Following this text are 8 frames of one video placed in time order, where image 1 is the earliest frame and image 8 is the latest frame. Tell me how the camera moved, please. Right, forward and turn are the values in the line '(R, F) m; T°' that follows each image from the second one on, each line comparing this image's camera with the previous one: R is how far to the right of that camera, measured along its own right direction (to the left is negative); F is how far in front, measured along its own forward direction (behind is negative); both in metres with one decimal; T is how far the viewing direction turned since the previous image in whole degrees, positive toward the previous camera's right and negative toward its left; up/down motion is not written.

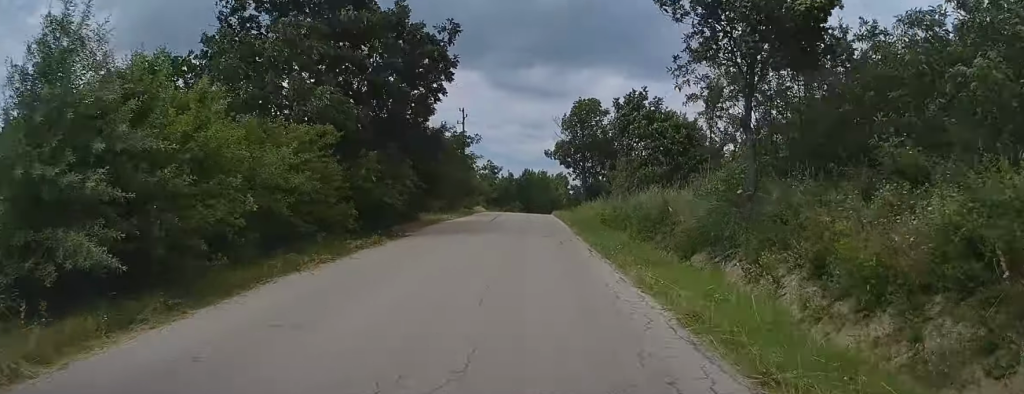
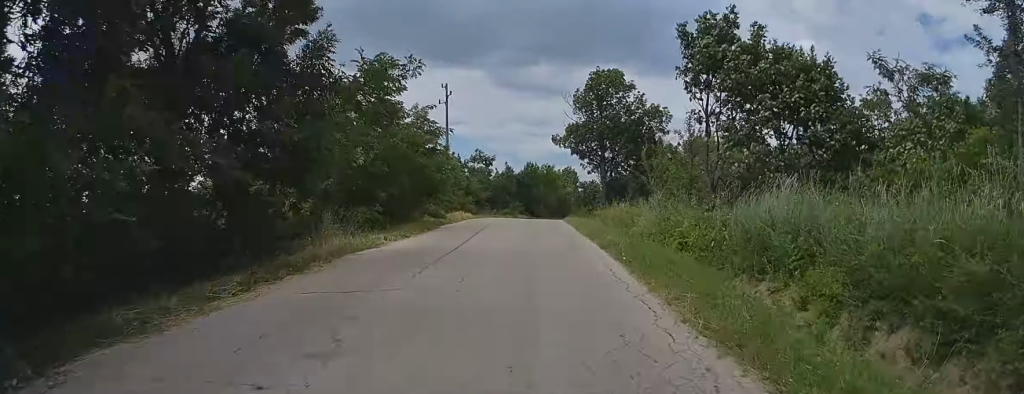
(0.0, +15.9) m; 0°
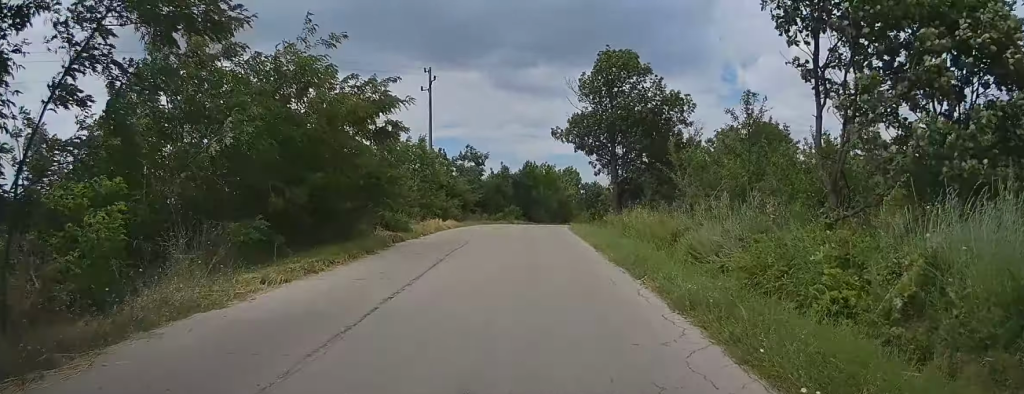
(0.0, +8.1) m; 0°
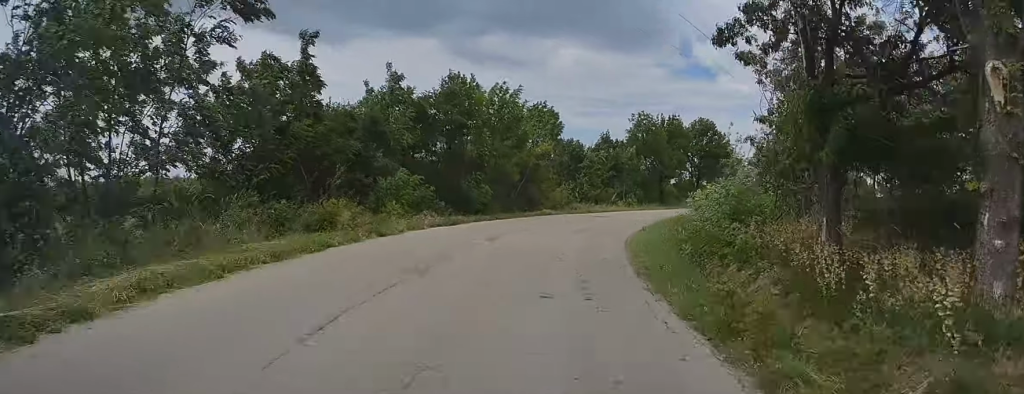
(+0.7, +39.9) m; +5°
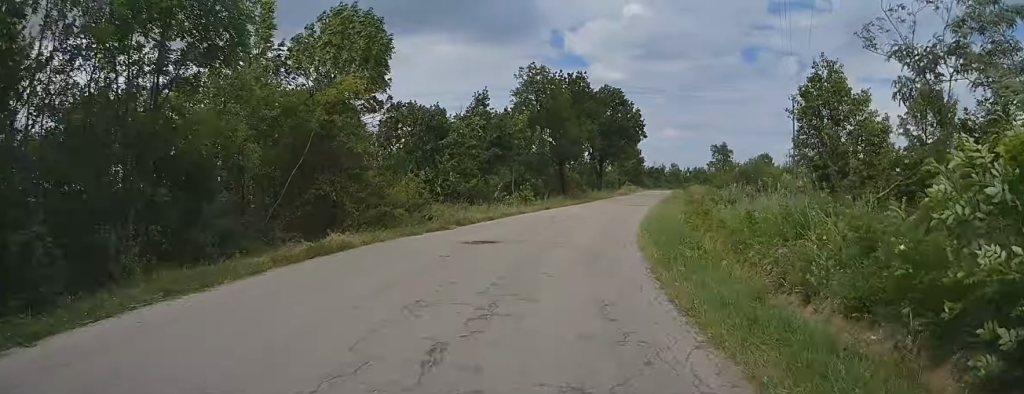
(+2.4, +24.9) m; +10°
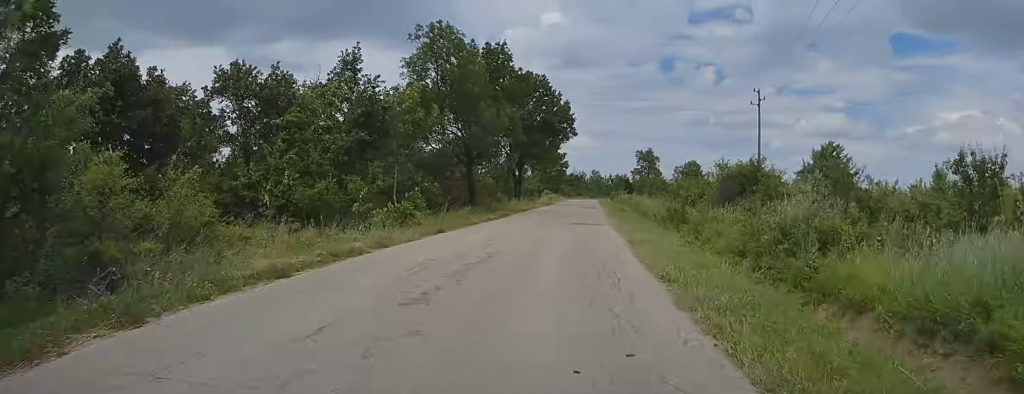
(+0.8, +15.3) m; +5°
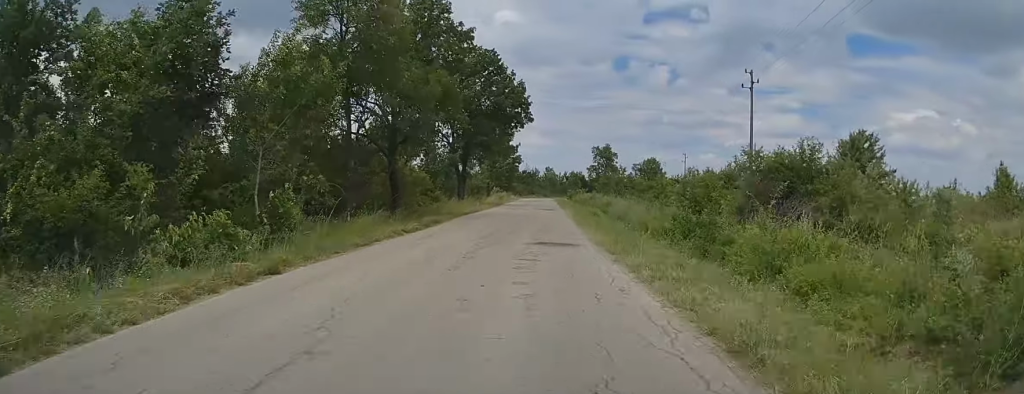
(+0.2, +10.9) m; +3°
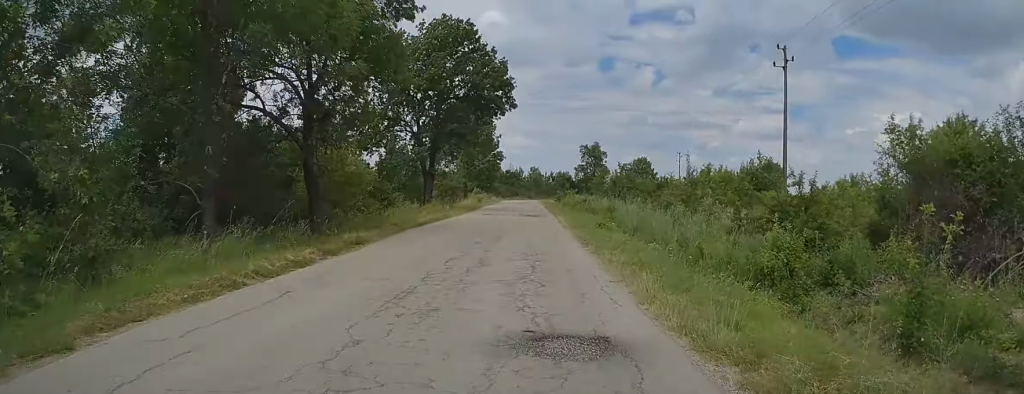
(+0.4, +10.6) m; +1°
